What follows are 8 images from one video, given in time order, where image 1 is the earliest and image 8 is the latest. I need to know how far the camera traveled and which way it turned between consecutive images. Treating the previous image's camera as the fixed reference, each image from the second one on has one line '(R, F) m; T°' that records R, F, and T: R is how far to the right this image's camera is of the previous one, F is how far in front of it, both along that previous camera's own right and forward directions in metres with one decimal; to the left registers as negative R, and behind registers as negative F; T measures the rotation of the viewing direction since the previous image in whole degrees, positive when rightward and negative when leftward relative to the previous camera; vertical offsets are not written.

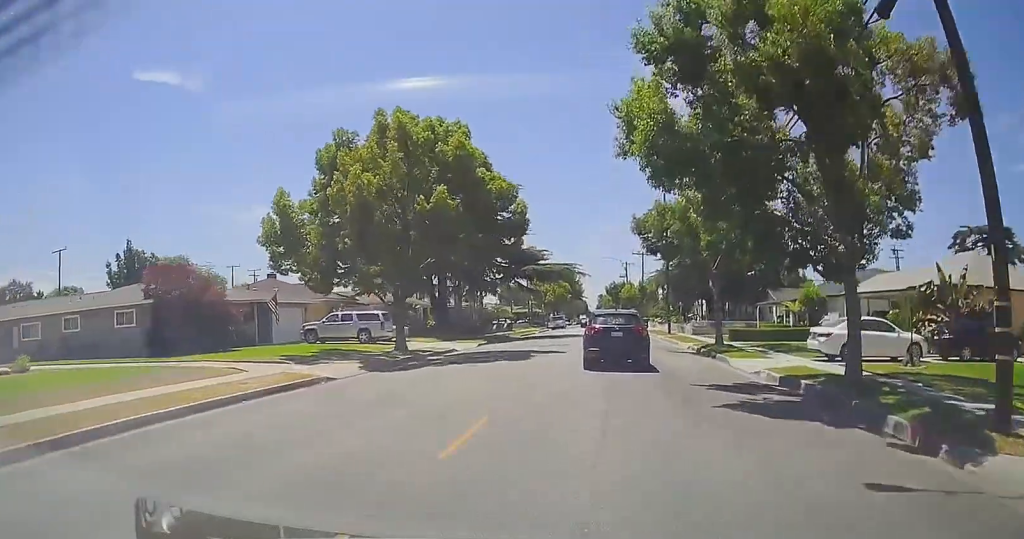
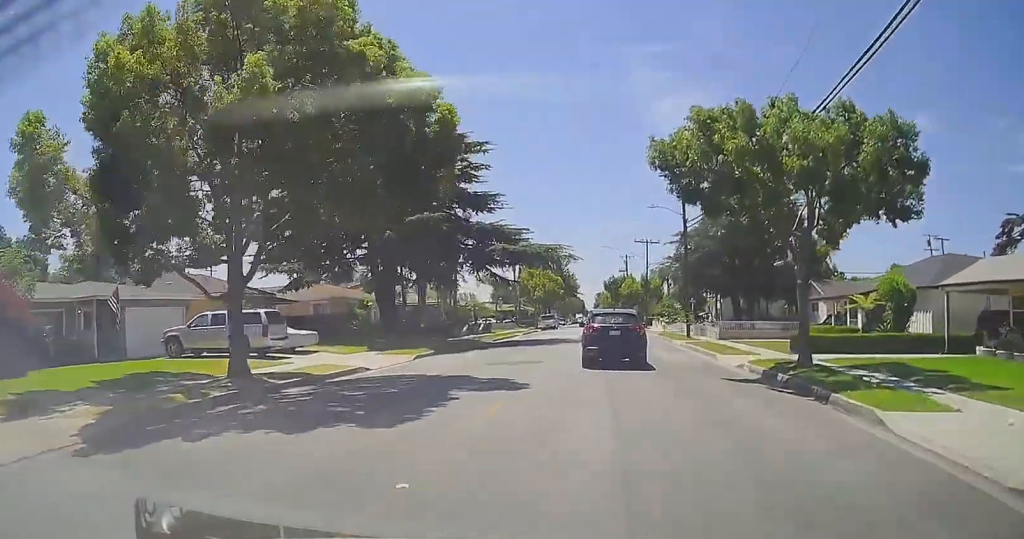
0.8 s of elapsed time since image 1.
(+0.4, +13.1) m; 0°
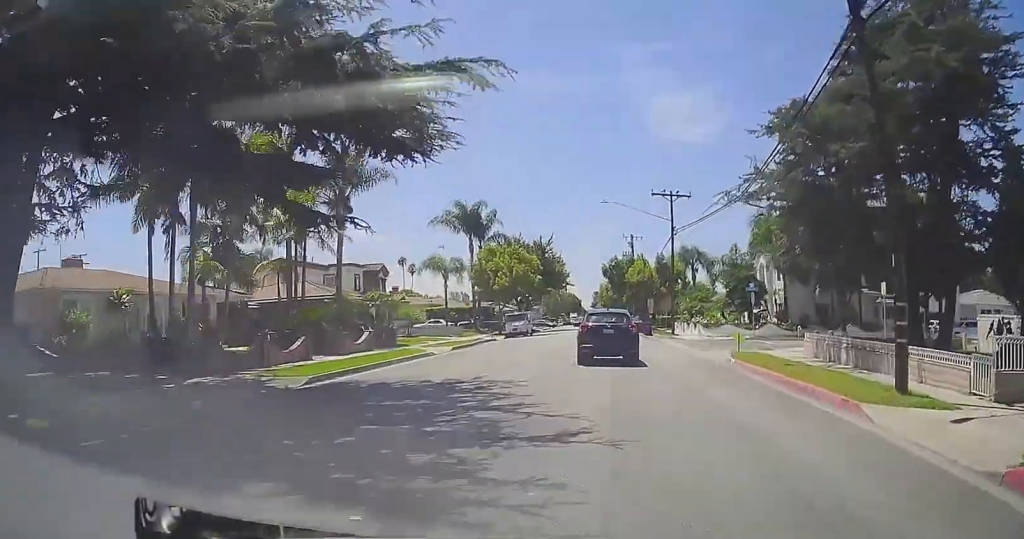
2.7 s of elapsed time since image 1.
(-0.4, +29.5) m; +1°
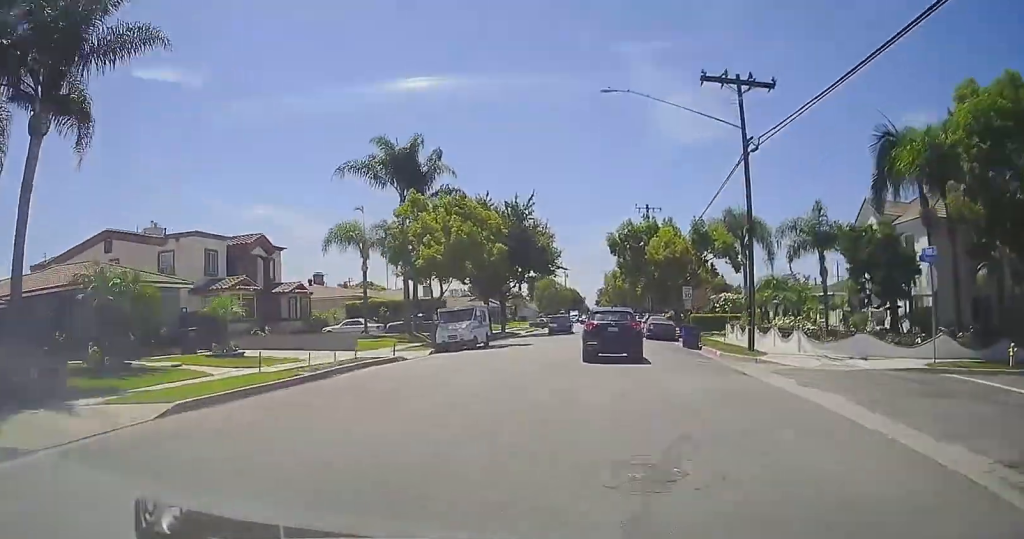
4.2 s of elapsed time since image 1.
(+0.2, +24.4) m; +1°
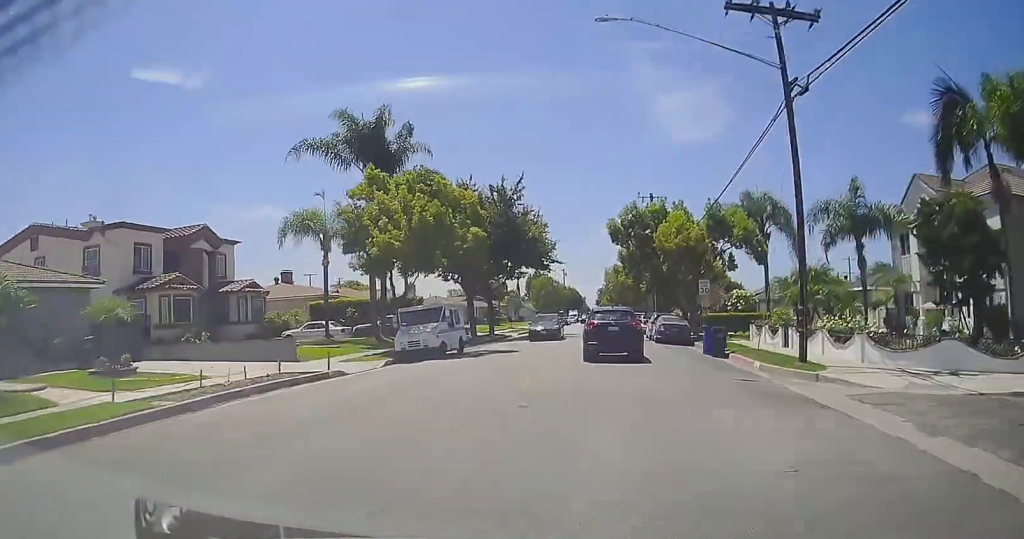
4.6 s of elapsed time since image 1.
(0.0, +6.4) m; 0°
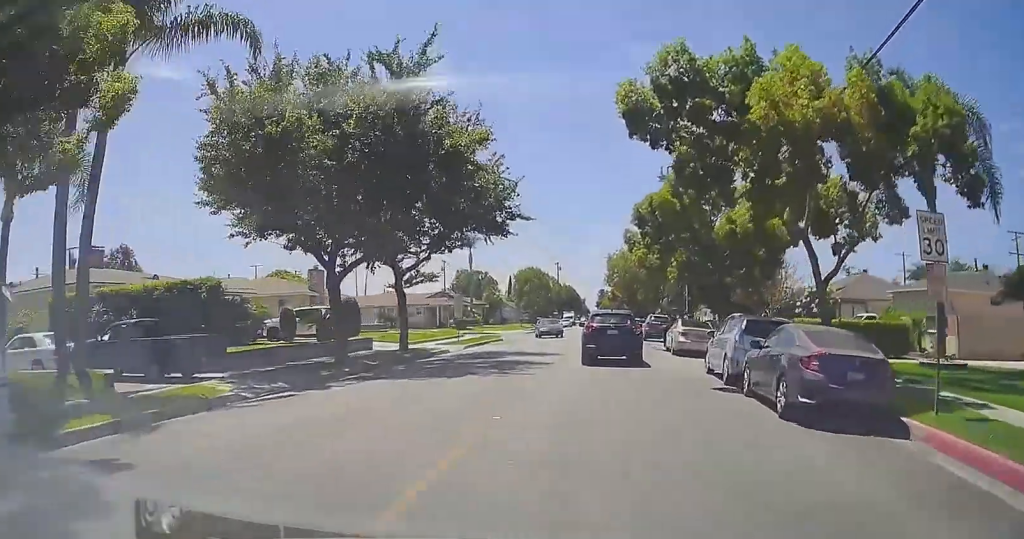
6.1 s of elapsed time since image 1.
(-0.5, +23.1) m; -2°
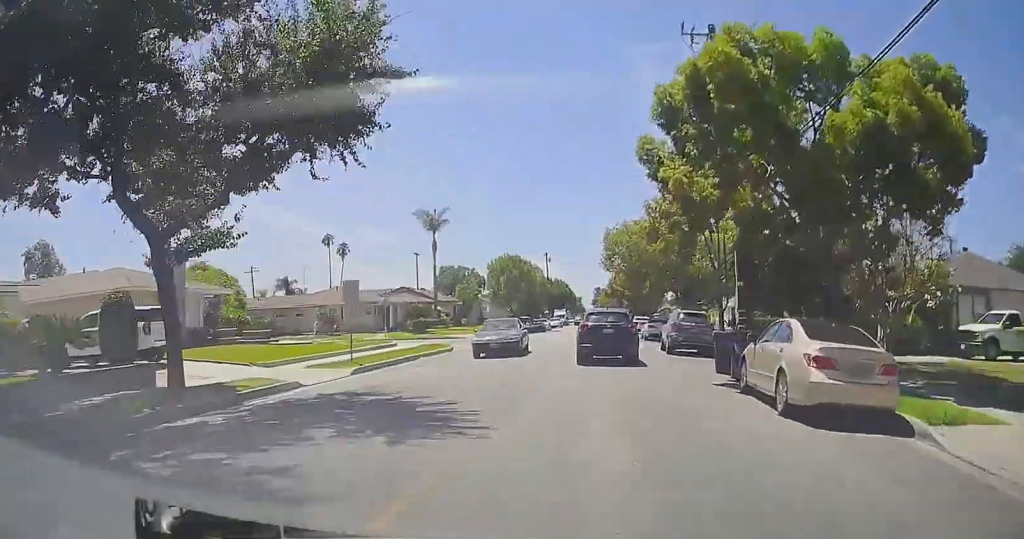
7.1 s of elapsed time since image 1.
(-0.1, +15.7) m; +1°
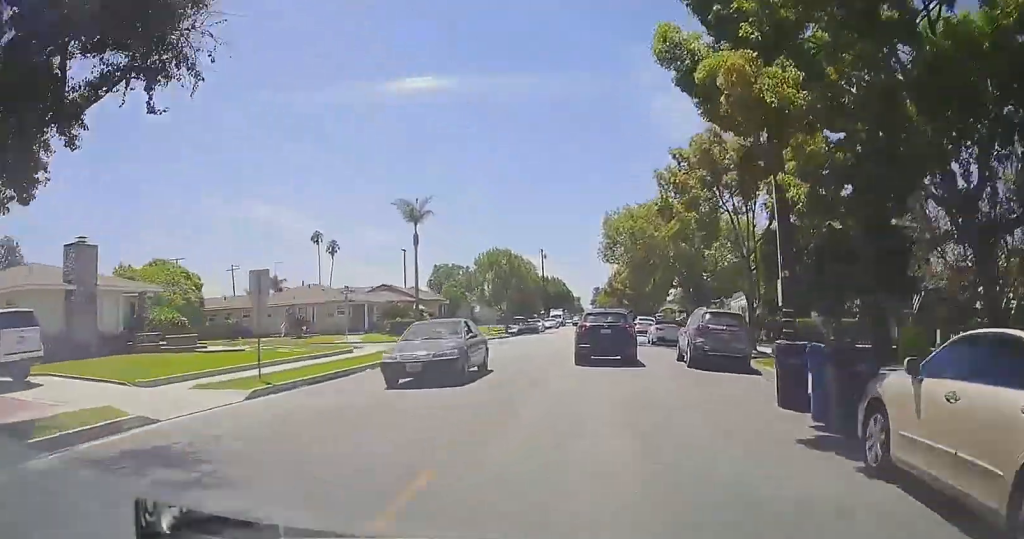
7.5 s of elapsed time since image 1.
(+0.1, +6.3) m; +1°
